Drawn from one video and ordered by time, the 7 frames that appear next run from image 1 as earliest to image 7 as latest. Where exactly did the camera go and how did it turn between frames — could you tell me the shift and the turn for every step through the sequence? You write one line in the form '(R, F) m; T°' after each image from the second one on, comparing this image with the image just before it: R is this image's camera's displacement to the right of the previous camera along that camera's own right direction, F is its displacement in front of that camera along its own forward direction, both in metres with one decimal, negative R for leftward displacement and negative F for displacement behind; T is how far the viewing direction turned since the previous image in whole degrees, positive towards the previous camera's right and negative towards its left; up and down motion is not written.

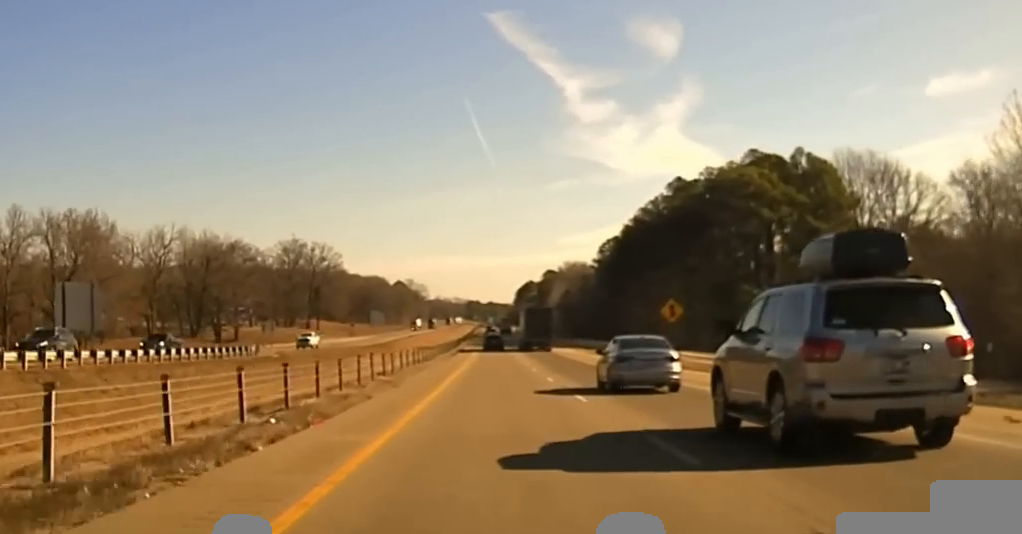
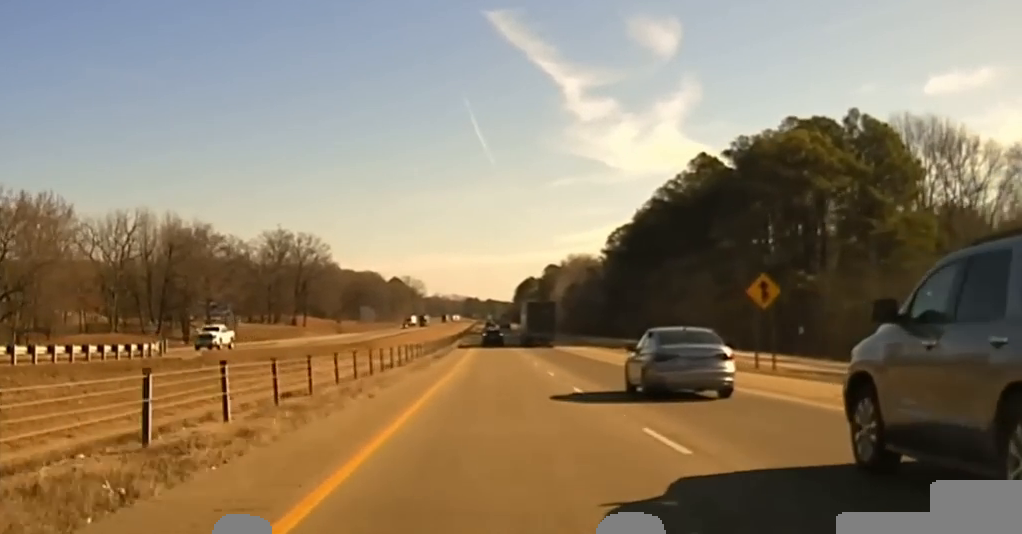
(+0.3, +23.7) m; 0°
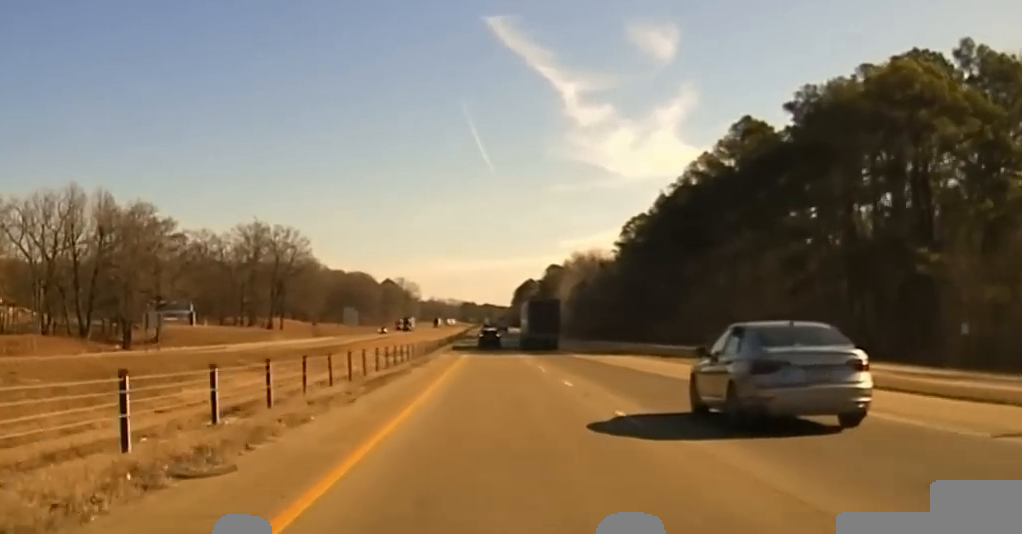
(-0.5, +33.0) m; -1°
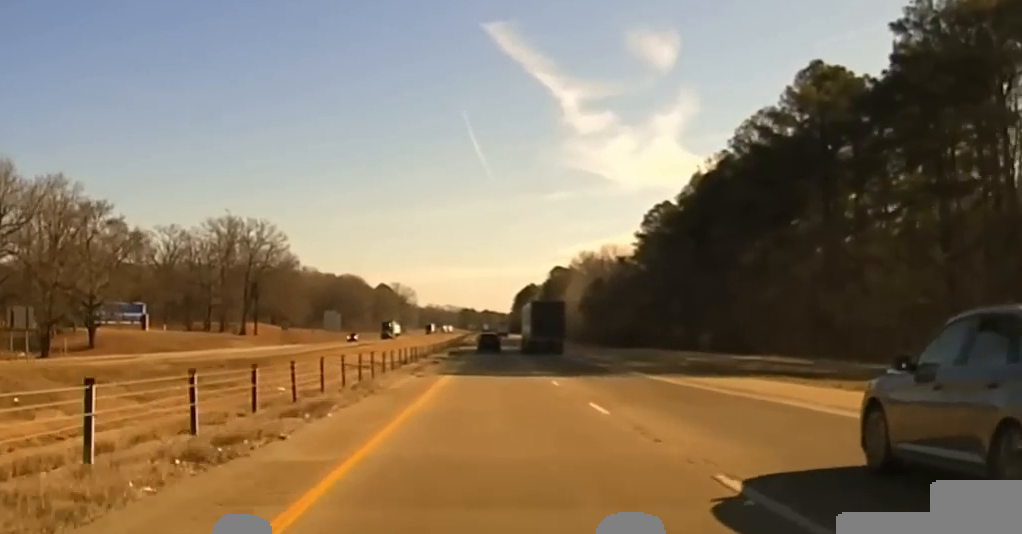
(0.0, +28.8) m; 0°
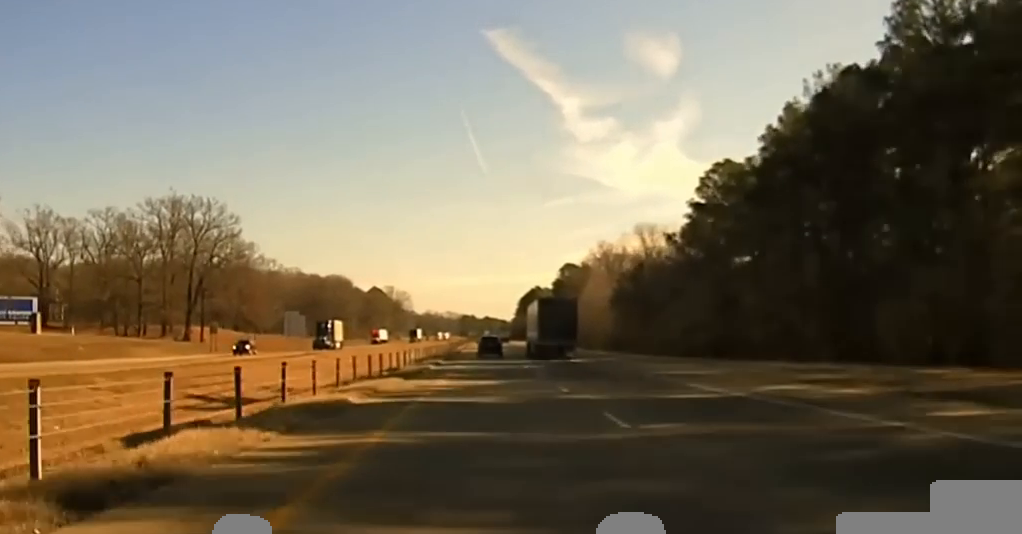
(+0.4, +45.9) m; 0°
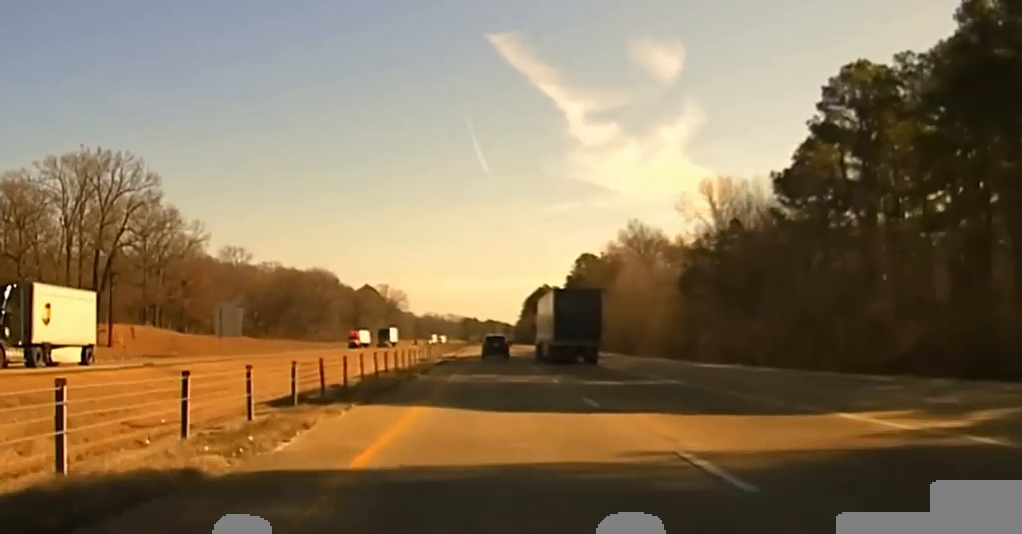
(-0.5, +53.7) m; -1°
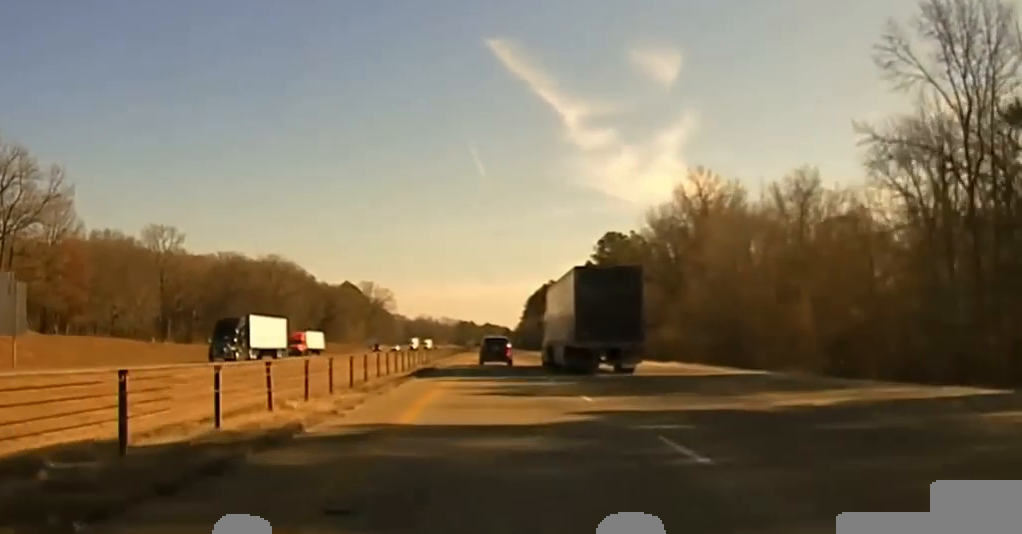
(+0.3, +79.2) m; +1°
